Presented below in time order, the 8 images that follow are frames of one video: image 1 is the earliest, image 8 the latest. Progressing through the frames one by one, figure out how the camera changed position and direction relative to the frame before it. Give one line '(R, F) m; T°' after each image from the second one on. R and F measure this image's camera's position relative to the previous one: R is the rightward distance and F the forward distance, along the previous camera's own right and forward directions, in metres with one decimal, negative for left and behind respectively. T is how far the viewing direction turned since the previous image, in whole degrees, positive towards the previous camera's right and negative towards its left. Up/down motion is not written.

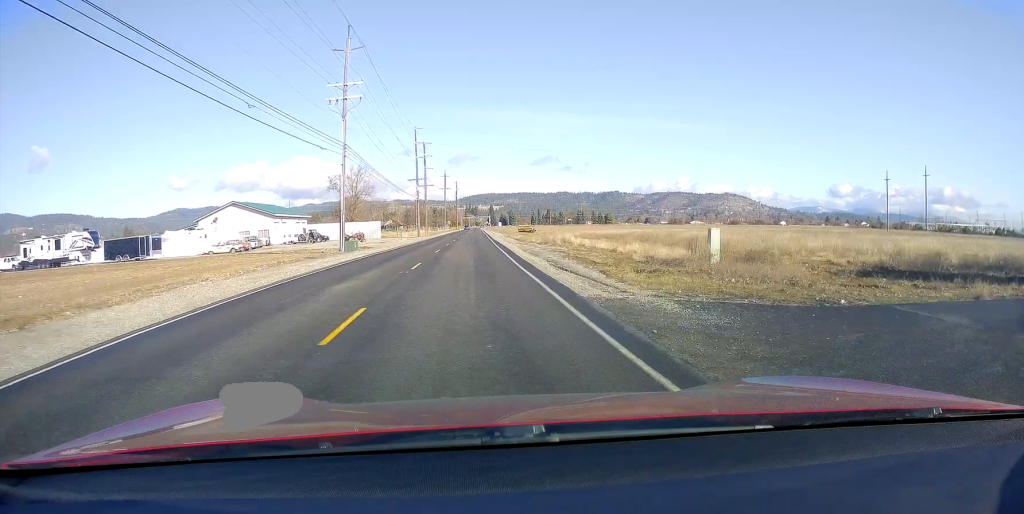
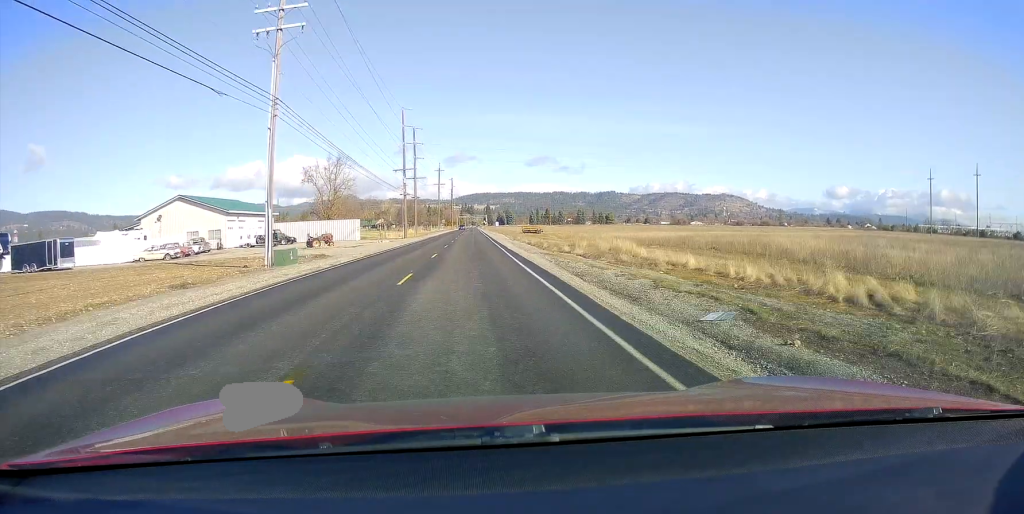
(+0.5, +17.7) m; +1°
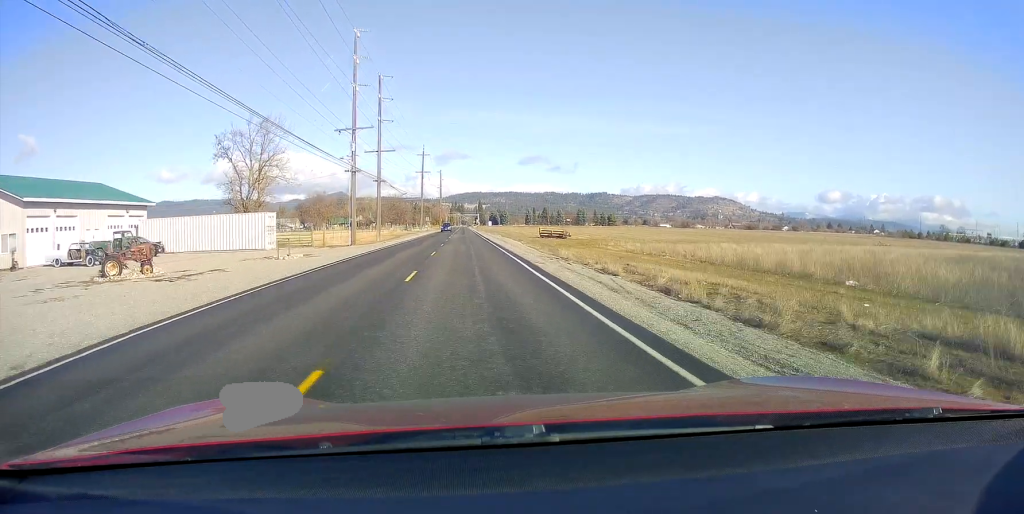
(-1.2, +36.4) m; -1°
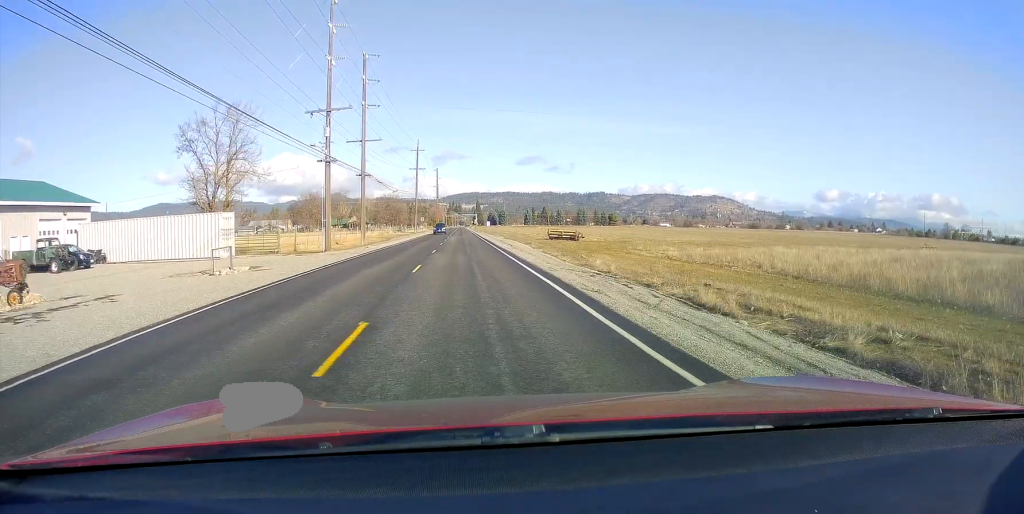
(+0.4, +9.3) m; 0°
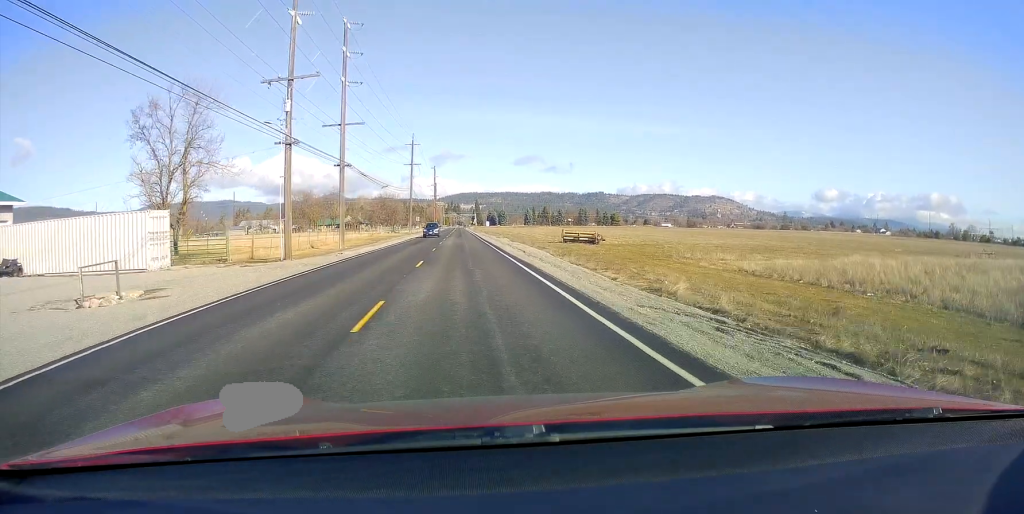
(+0.2, +10.0) m; 0°
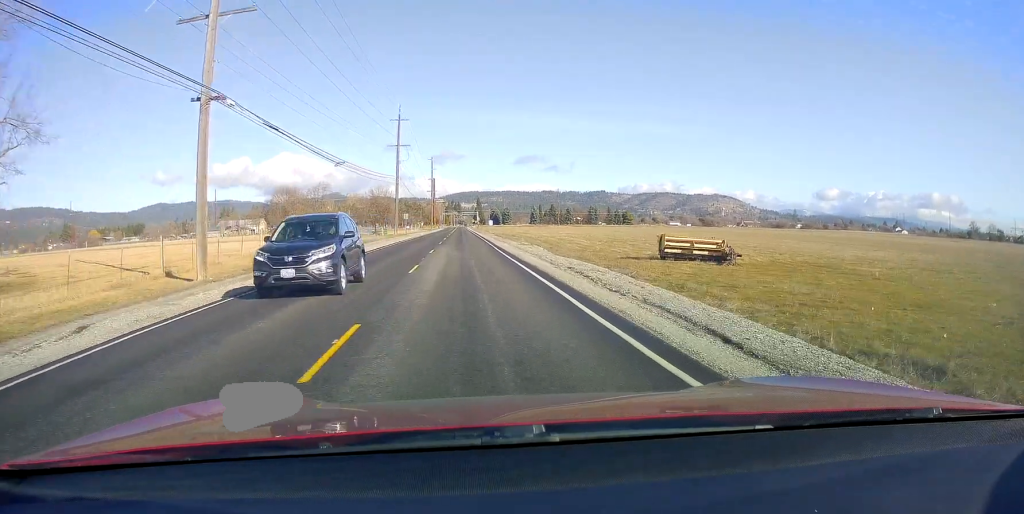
(-0.1, +26.9) m; +1°
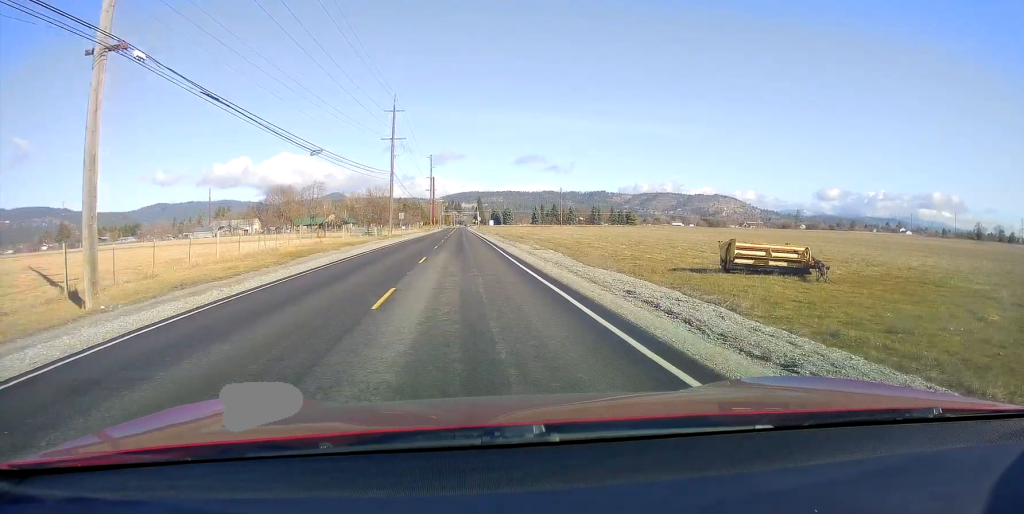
(+0.2, +7.6) m; 0°
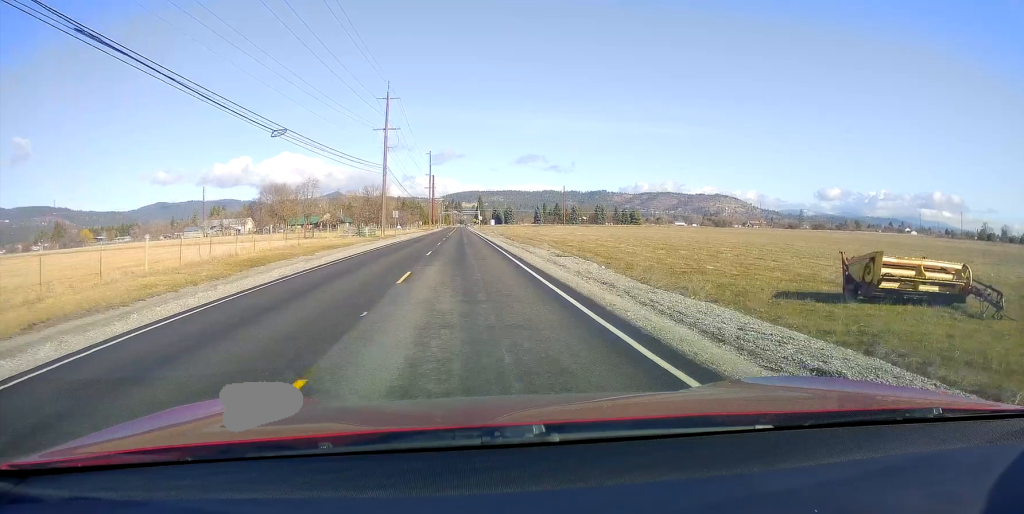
(-0.1, +7.7) m; 0°
